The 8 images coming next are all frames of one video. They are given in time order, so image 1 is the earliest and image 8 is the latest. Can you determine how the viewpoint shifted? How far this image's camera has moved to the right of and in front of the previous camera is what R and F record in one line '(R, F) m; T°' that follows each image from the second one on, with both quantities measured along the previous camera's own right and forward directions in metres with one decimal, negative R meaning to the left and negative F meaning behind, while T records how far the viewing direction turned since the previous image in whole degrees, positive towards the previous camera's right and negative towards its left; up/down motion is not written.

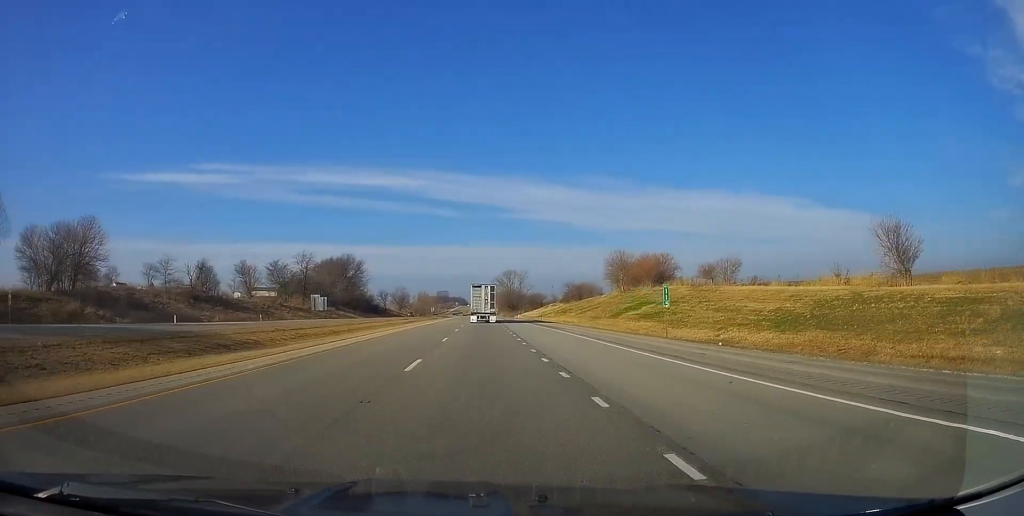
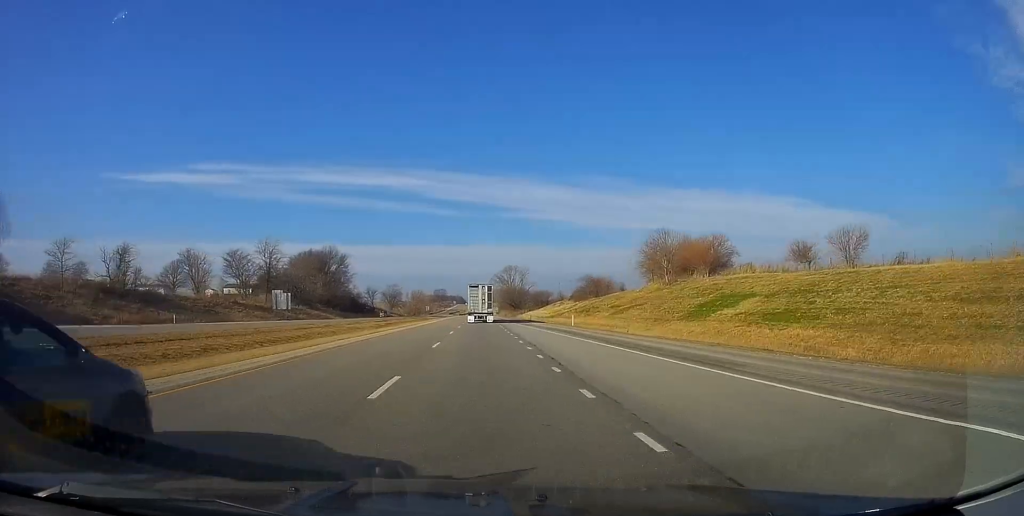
(0.0, +29.6) m; 0°
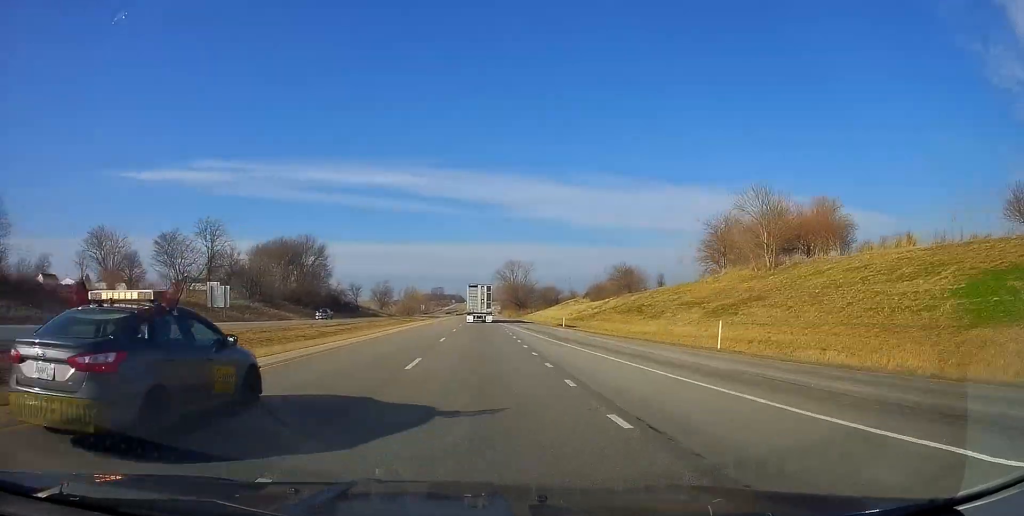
(0.0, +33.0) m; 0°
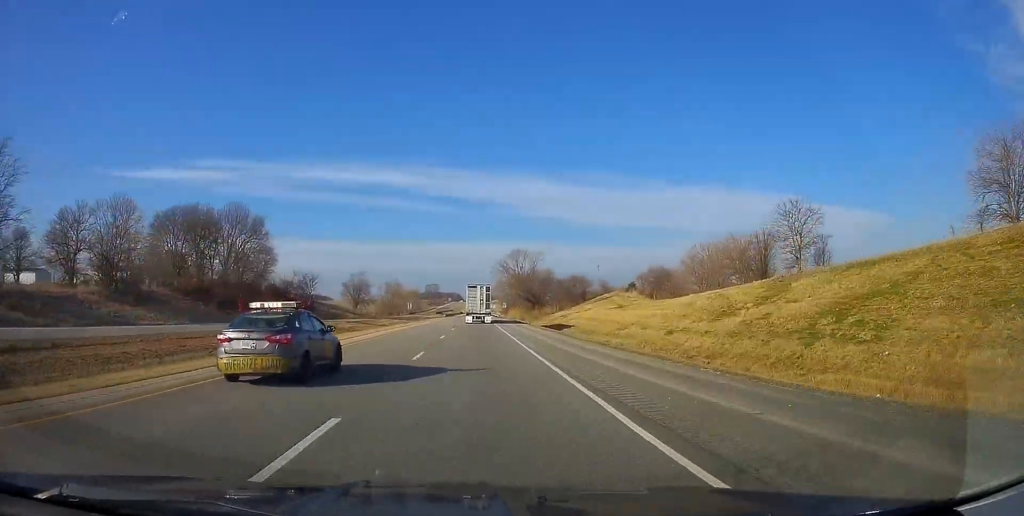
(-0.1, +60.5) m; 0°
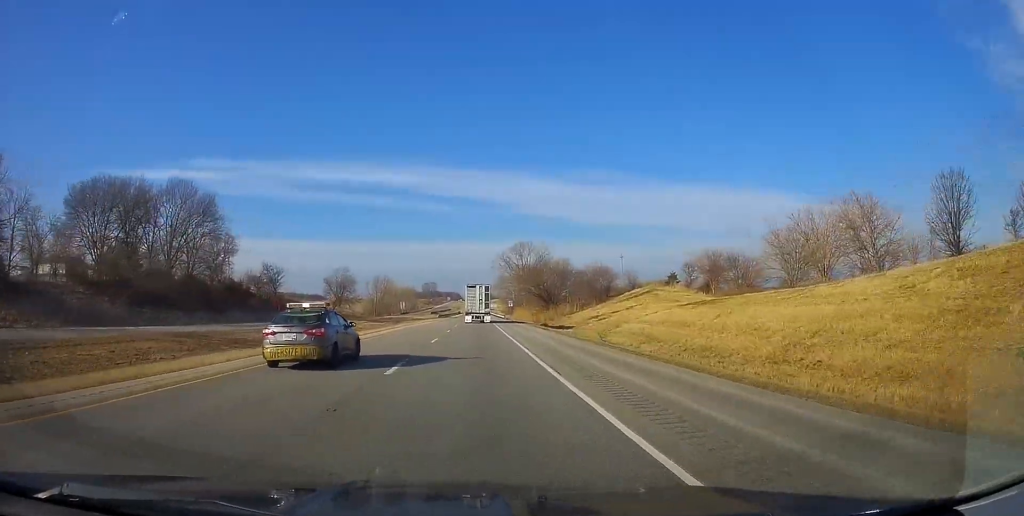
(0.0, +29.7) m; 0°
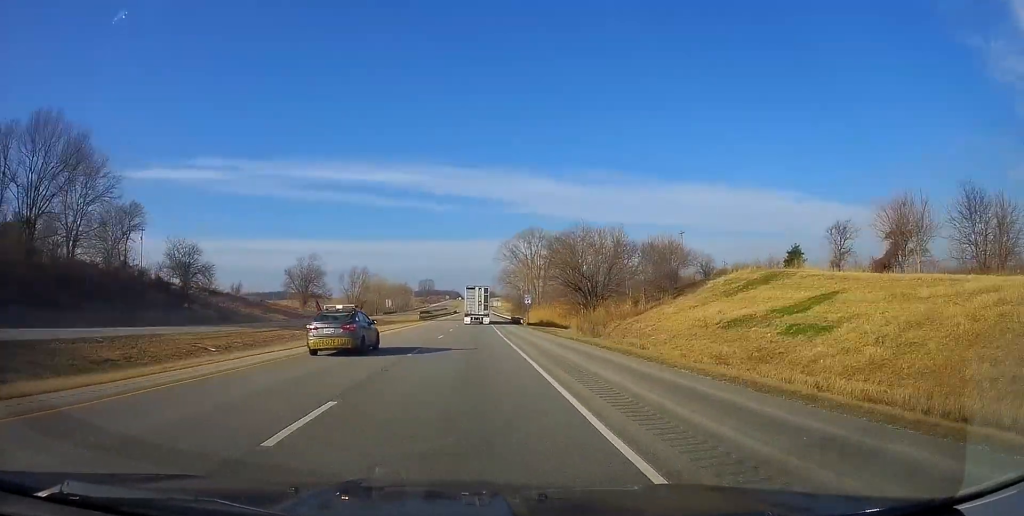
(0.0, +45.0) m; 0°
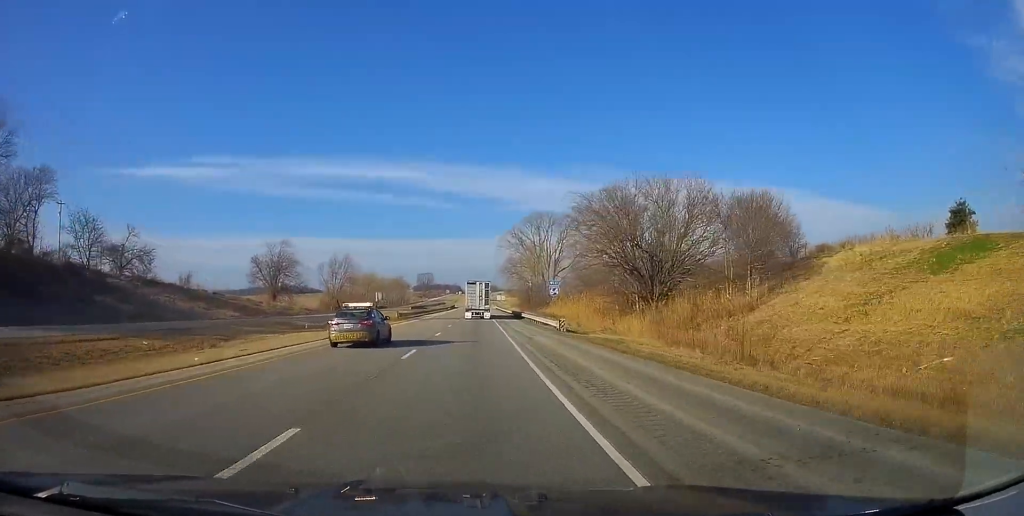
(+0.3, +27.4) m; 0°
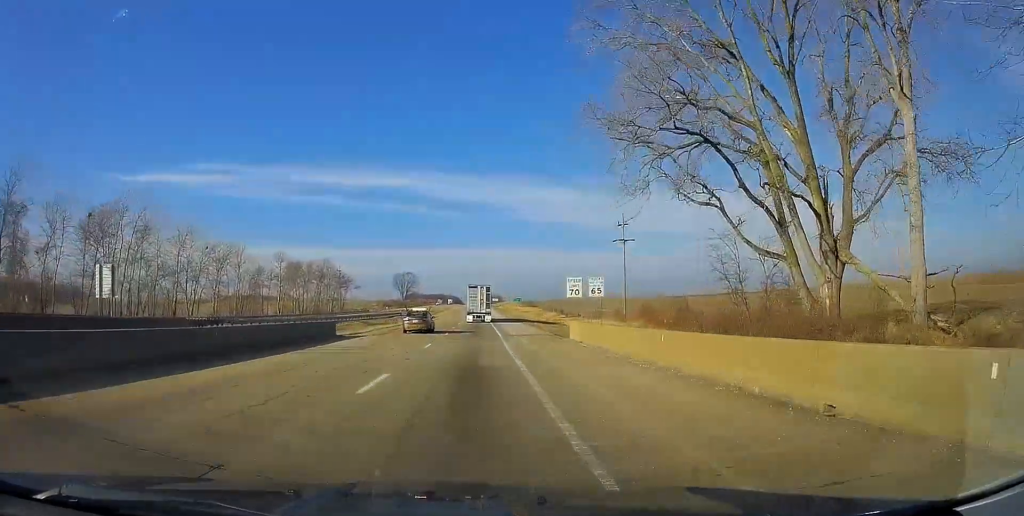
(-1.3, +162.3) m; 0°
